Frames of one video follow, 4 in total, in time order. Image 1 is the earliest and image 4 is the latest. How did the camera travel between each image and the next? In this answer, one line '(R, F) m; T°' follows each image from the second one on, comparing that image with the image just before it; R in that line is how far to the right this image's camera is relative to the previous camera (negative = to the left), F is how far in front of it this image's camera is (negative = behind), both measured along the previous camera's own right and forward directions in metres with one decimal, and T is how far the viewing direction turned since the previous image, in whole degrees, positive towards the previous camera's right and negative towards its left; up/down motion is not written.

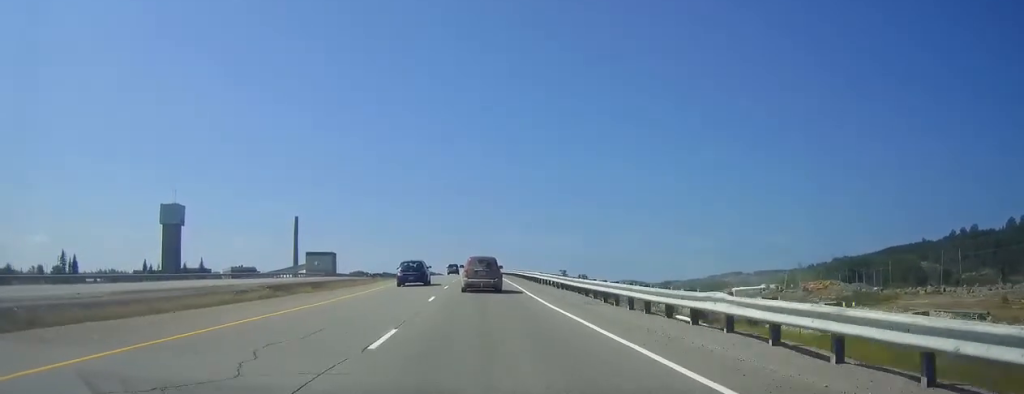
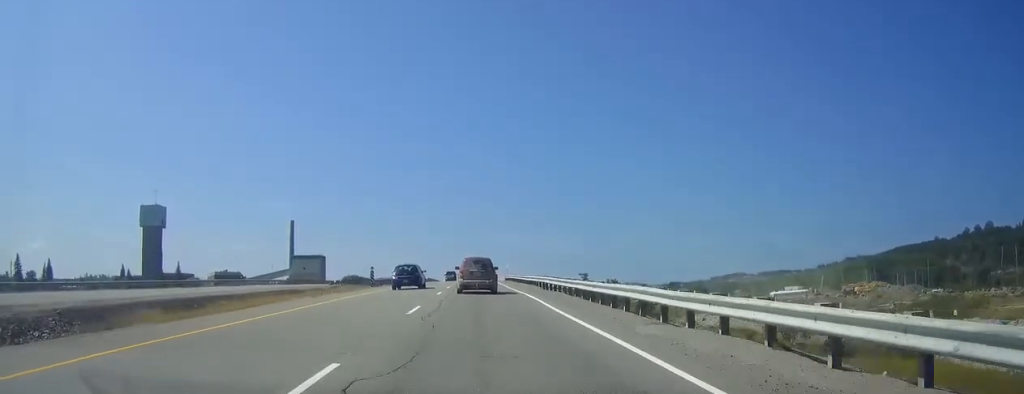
(0.0, +28.6) m; 0°
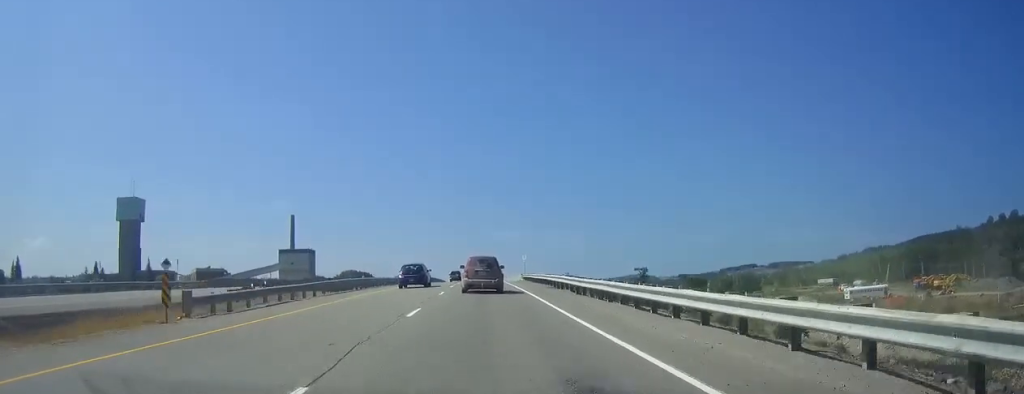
(0.0, +36.8) m; 0°
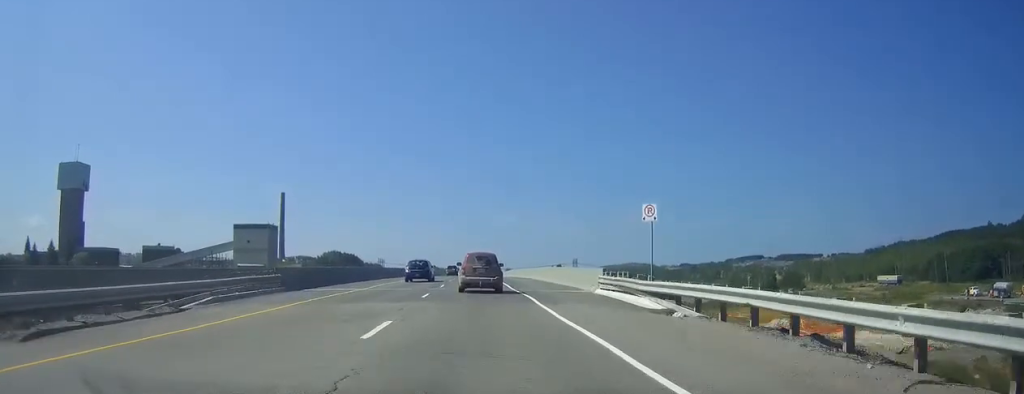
(0.0, +65.2) m; 0°
